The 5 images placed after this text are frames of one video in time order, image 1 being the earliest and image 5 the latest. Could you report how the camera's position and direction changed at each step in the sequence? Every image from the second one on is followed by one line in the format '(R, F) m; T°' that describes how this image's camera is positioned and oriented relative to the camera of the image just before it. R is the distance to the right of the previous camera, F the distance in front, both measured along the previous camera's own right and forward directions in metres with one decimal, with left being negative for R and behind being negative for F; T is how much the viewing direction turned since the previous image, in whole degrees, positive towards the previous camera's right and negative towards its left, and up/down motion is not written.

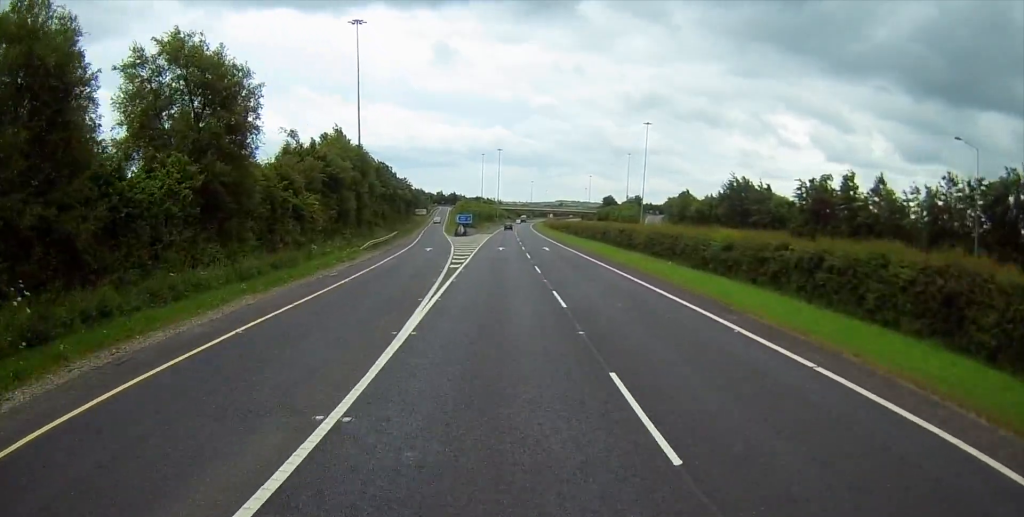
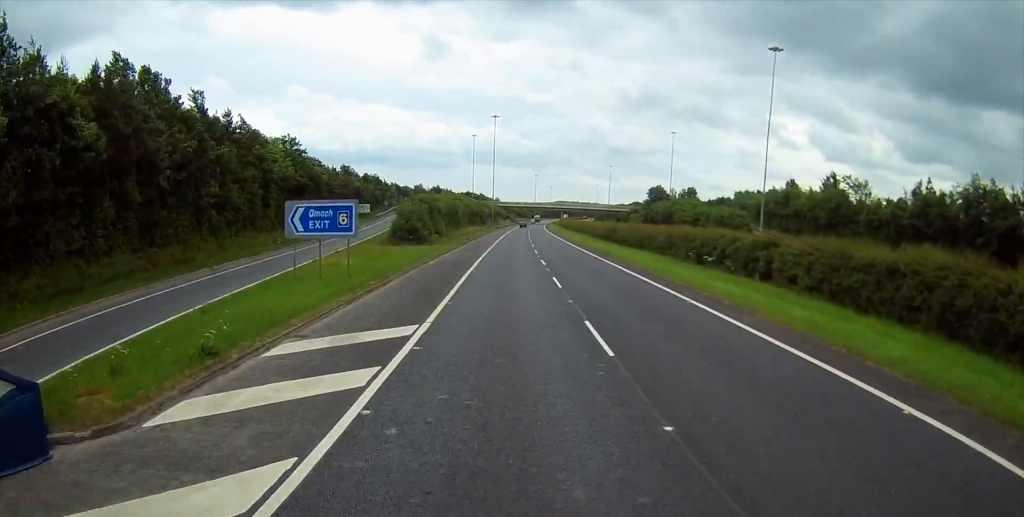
(+0.1, +90.5) m; 0°
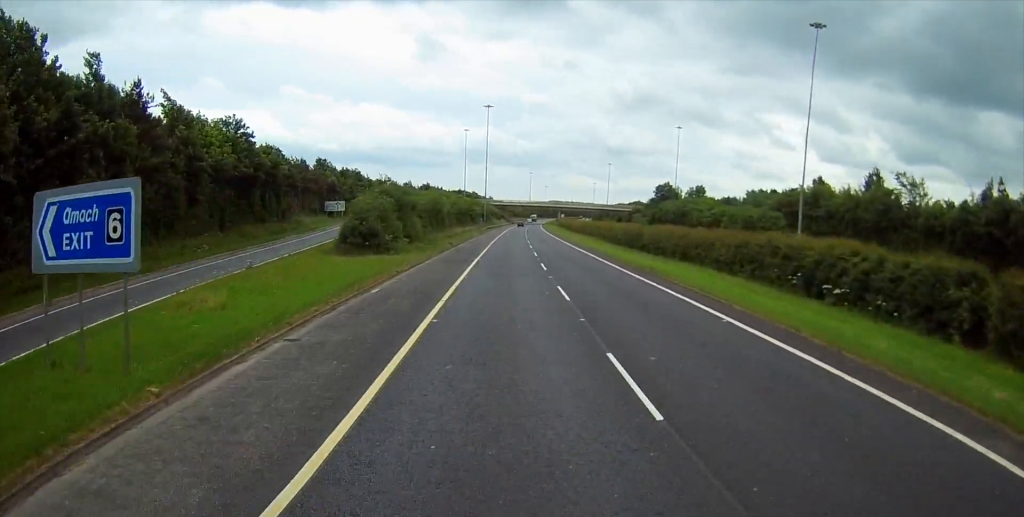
(-0.1, +15.9) m; 0°
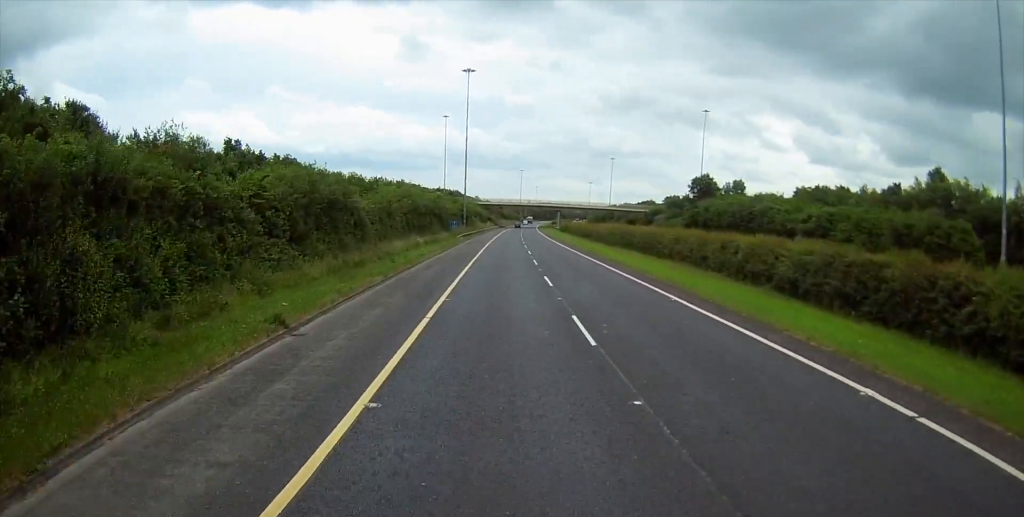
(+0.7, +42.7) m; +2°
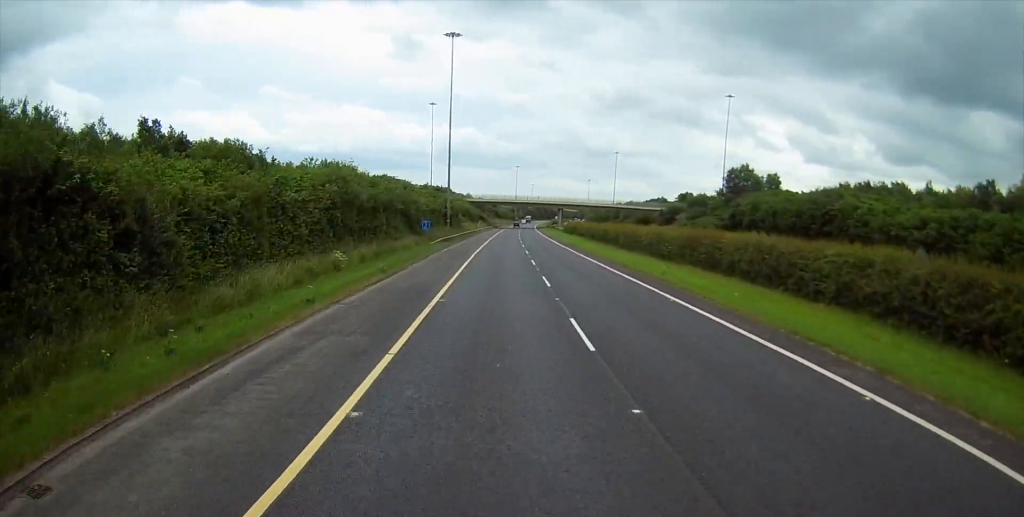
(0.0, +24.6) m; 0°
